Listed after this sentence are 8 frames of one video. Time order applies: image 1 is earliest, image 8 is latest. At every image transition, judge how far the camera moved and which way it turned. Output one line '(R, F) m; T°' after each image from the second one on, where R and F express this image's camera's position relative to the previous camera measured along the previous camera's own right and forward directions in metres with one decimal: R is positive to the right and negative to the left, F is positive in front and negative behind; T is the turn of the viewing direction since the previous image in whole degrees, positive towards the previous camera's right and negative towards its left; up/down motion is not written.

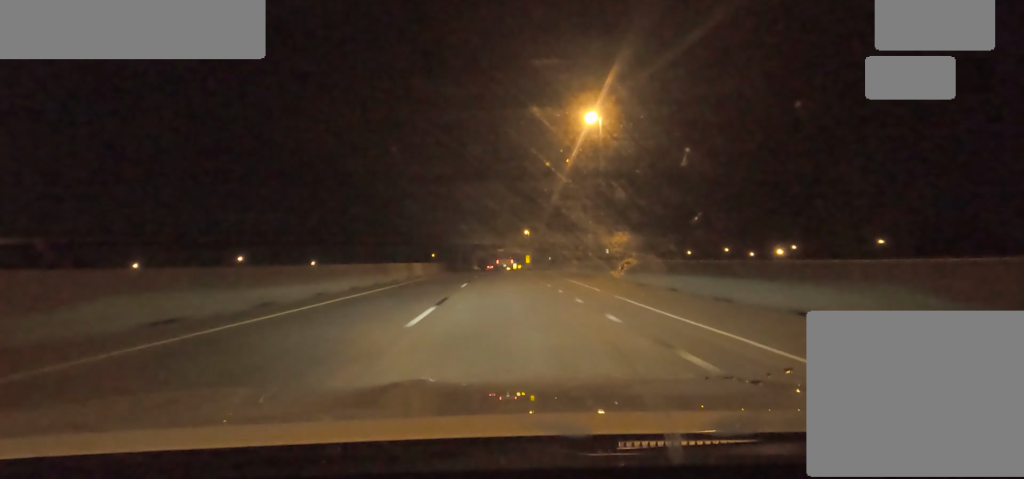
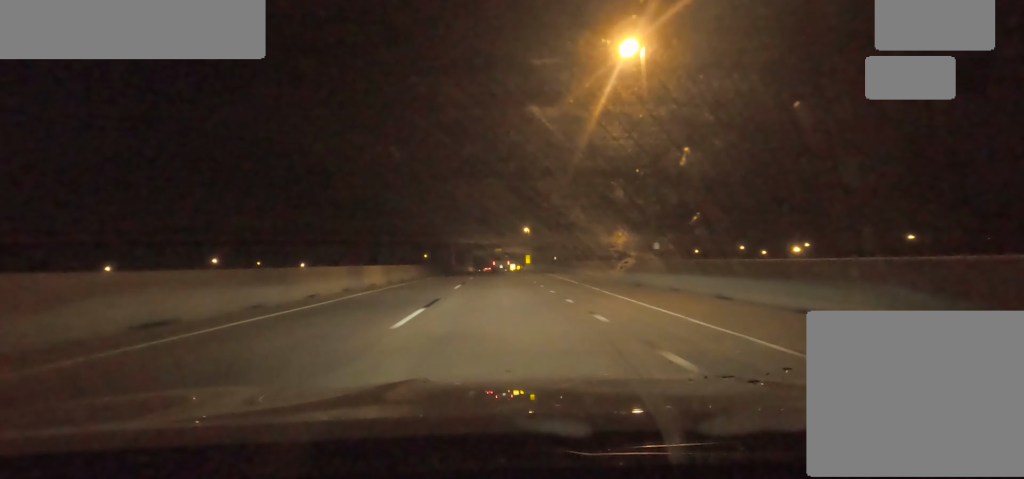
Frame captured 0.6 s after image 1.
(+0.3, +13.8) m; -2°
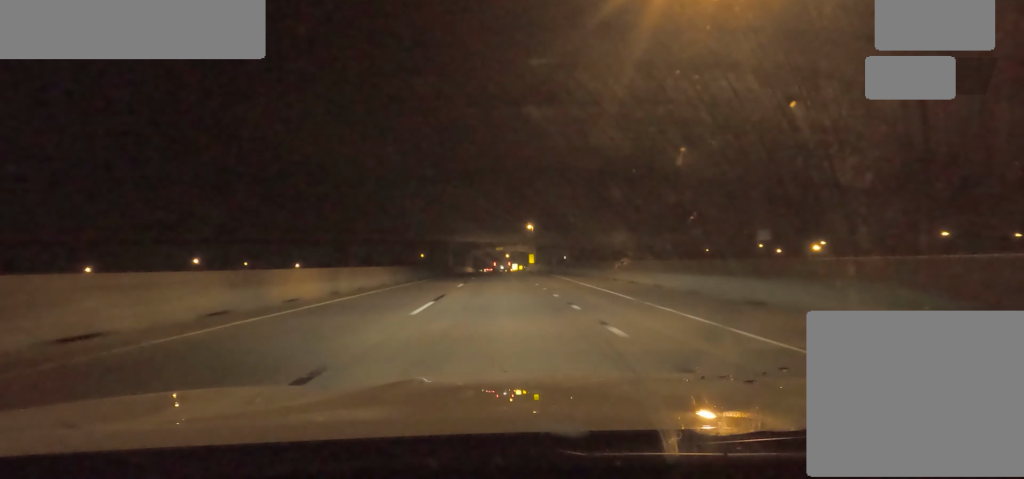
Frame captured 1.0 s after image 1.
(-0.7, +10.6) m; 0°
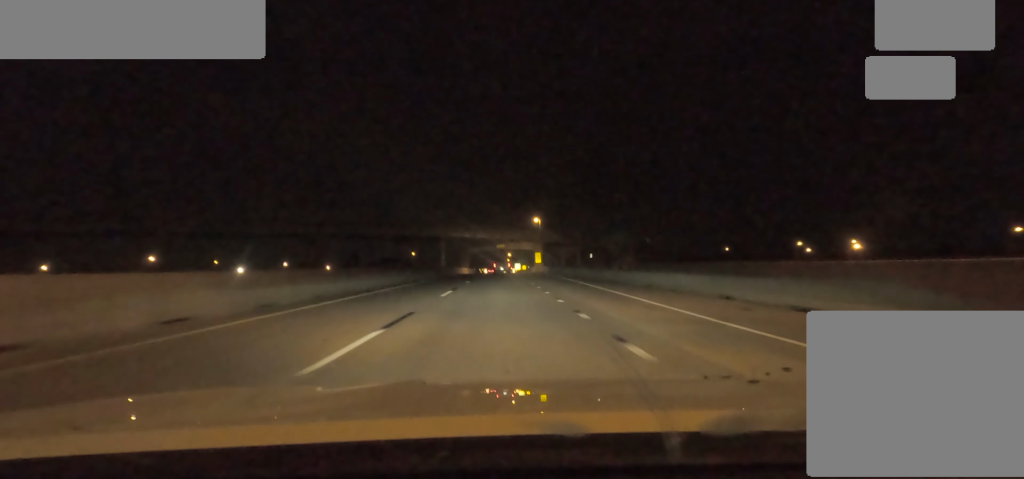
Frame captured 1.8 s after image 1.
(-0.4, +19.3) m; 0°
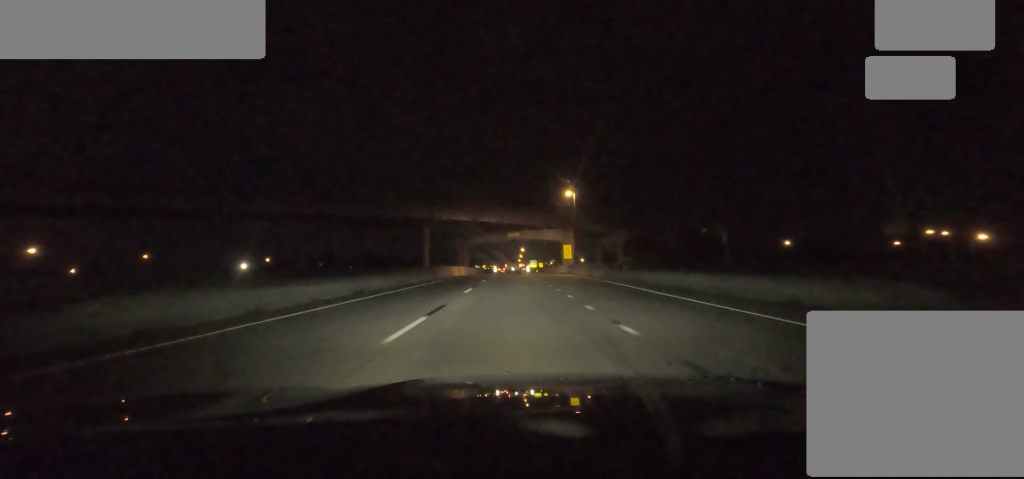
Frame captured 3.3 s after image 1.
(+0.1, +38.4) m; 0°
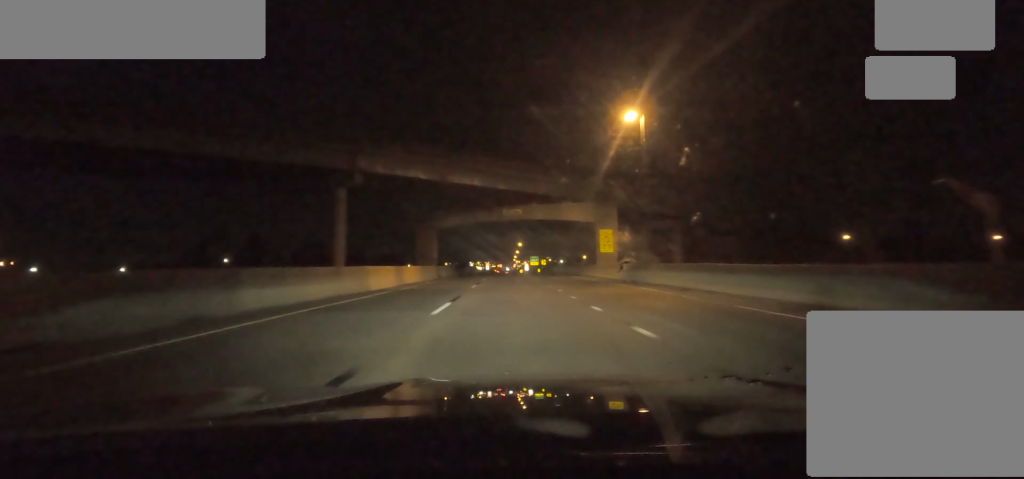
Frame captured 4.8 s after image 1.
(+0.6, +36.3) m; 0°
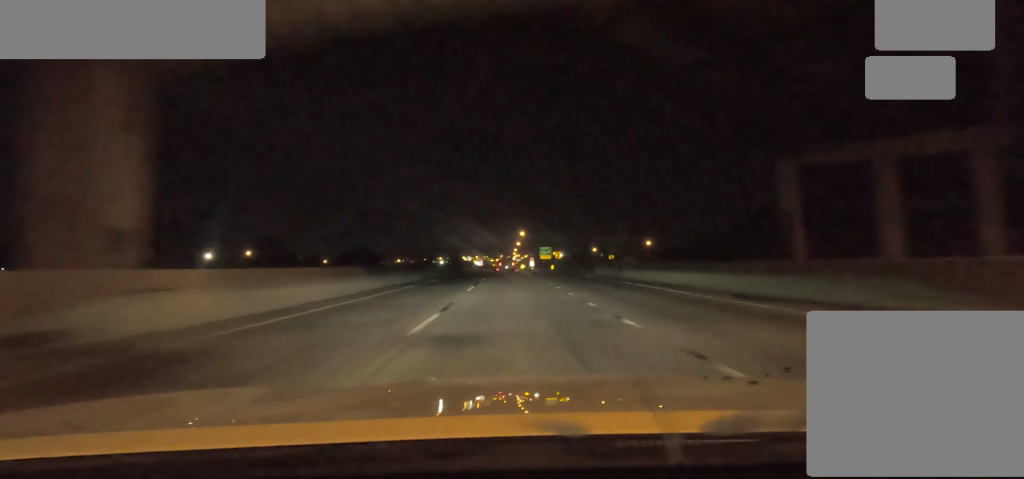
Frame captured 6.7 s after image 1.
(+0.7, +43.2) m; +2°
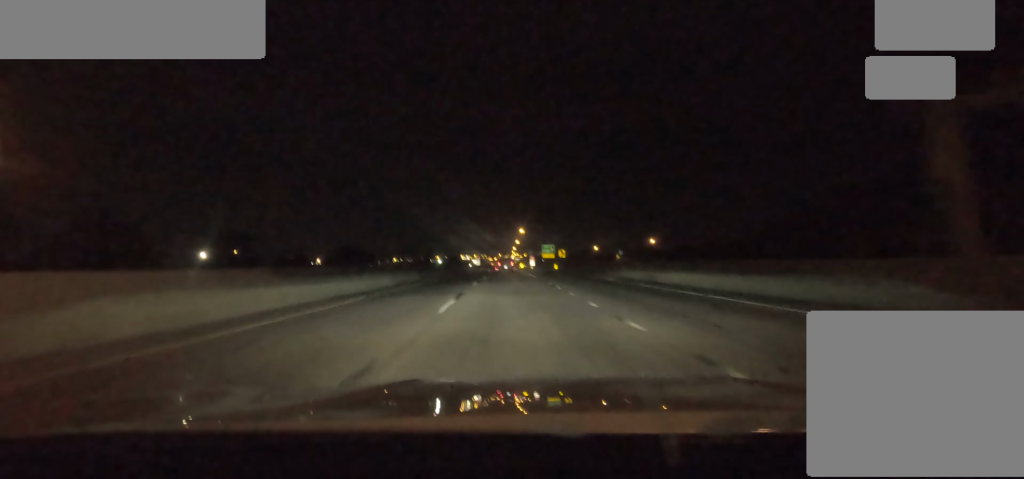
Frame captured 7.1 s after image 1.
(+0.1, +9.6) m; -2°
